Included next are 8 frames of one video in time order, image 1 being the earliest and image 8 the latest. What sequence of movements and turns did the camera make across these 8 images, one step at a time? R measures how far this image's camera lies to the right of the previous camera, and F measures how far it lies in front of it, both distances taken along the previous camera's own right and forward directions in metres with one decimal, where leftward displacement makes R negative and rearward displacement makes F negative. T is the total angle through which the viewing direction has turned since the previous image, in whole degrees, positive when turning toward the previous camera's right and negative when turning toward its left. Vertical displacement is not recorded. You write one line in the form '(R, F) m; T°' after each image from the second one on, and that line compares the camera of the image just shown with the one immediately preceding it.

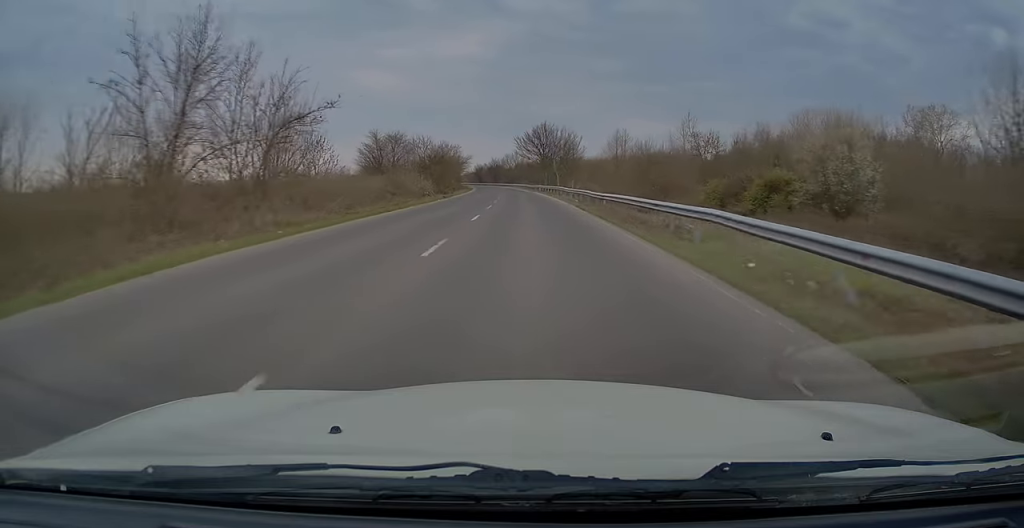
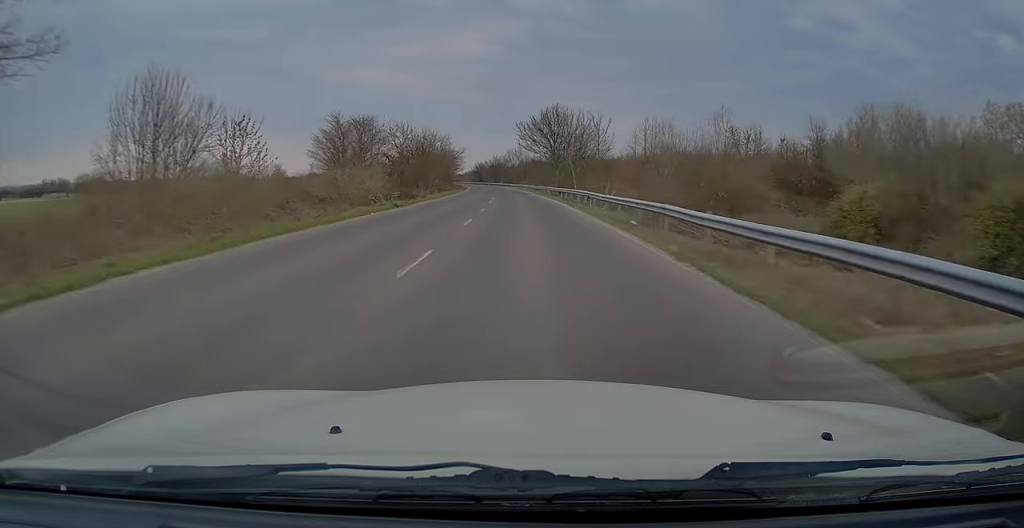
(-0.2, +20.1) m; 0°
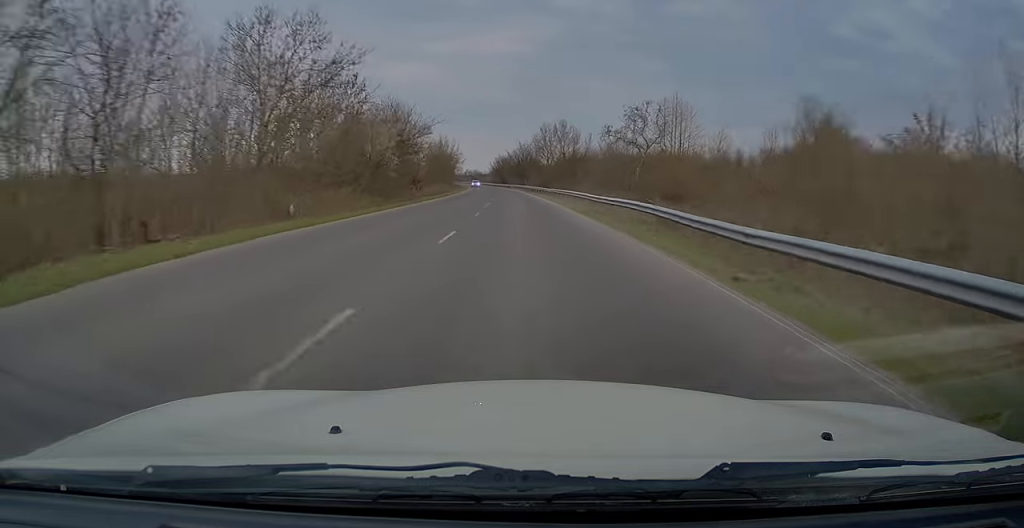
(-1.3, +67.9) m; -2°
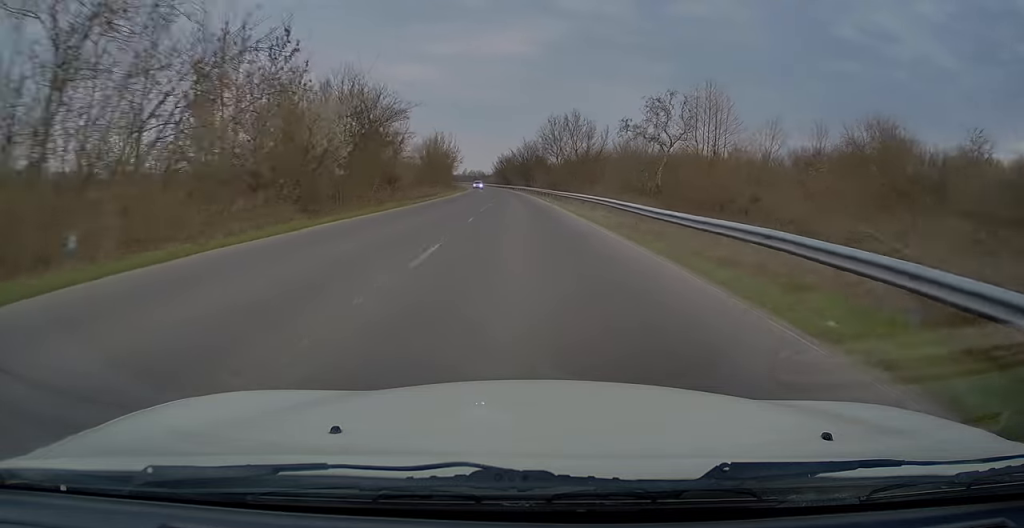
(0.0, +12.2) m; 0°
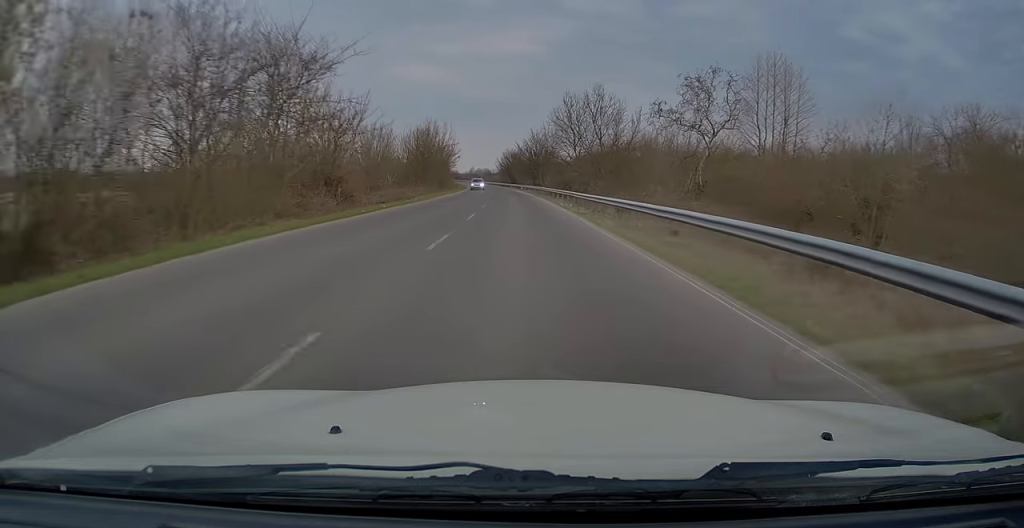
(-0.1, +15.7) m; -1°
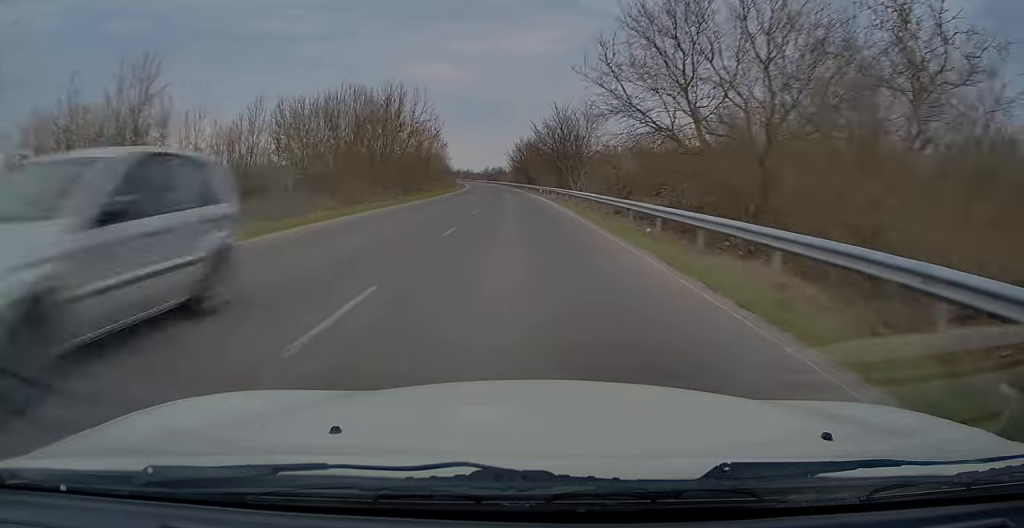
(-0.4, +34.0) m; -2°
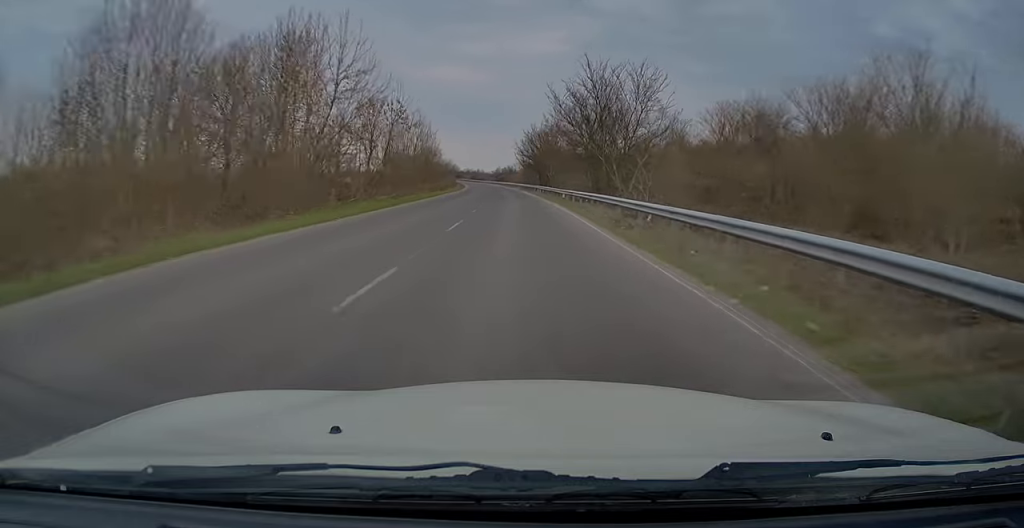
(-0.3, +24.5) m; -1°
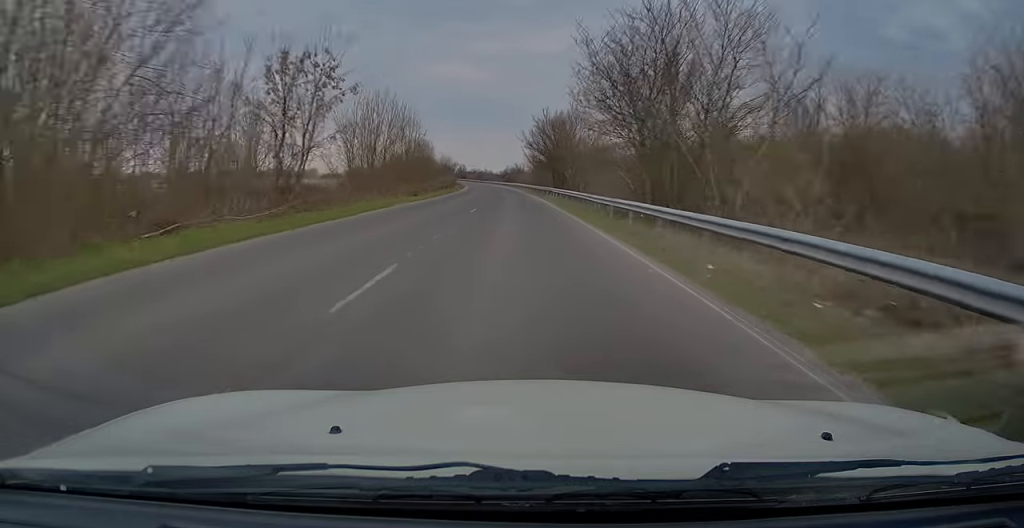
(-0.1, +17.6) m; -1°
